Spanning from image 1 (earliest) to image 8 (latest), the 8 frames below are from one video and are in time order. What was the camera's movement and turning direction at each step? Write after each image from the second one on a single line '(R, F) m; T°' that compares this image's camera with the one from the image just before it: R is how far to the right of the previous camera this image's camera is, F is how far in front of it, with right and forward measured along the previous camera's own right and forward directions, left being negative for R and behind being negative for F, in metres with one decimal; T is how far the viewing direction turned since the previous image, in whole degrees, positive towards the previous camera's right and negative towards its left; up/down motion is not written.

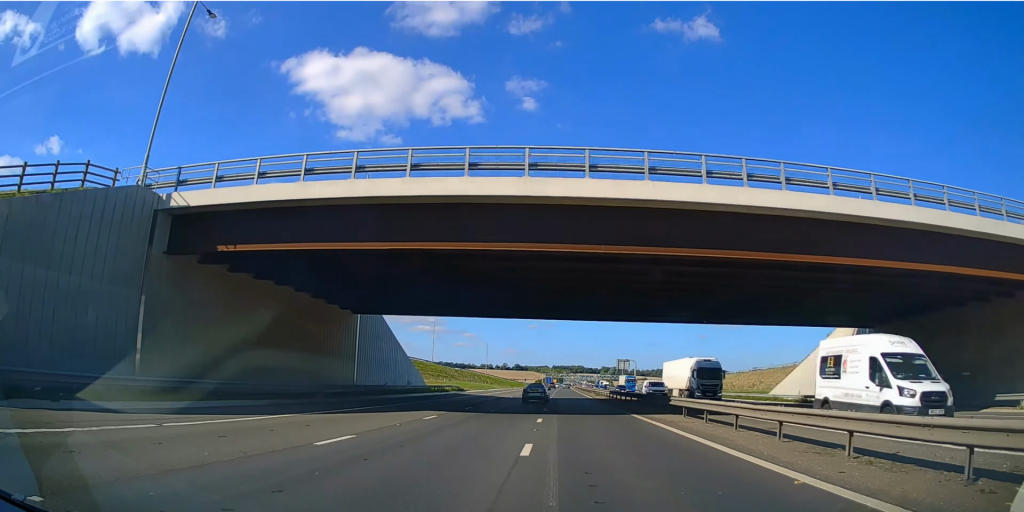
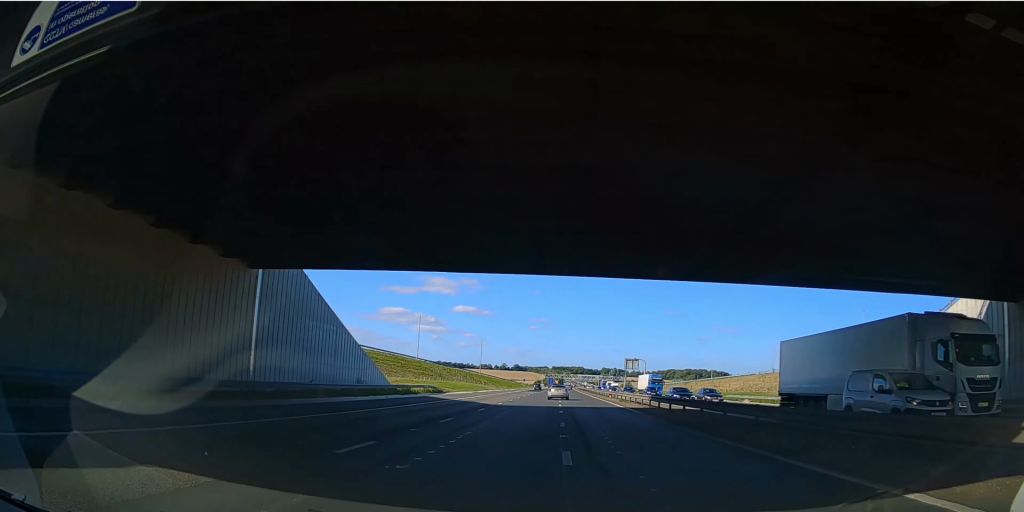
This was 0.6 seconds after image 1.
(0.0, +18.4) m; 0°
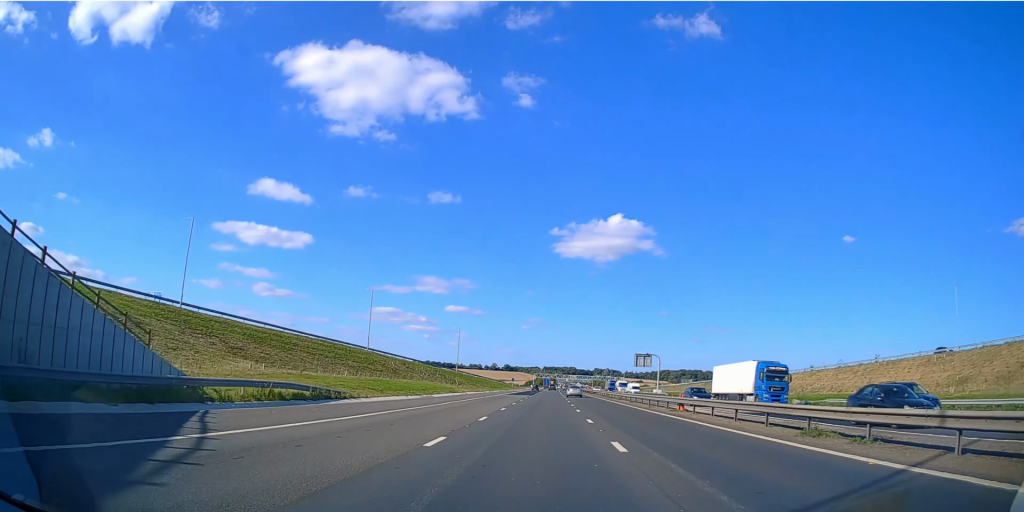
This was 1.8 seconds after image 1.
(+0.1, +33.2) m; +1°
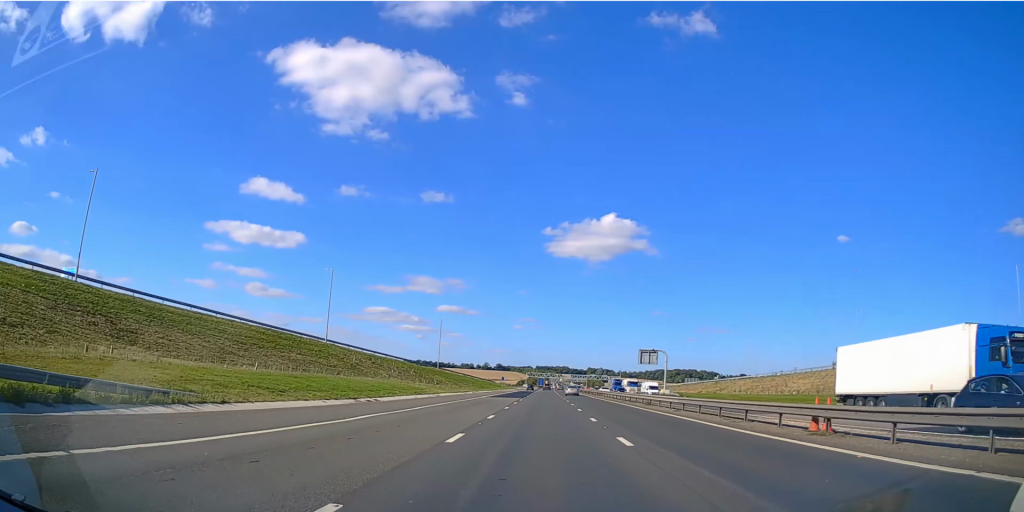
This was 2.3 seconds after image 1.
(+0.2, +16.5) m; 0°
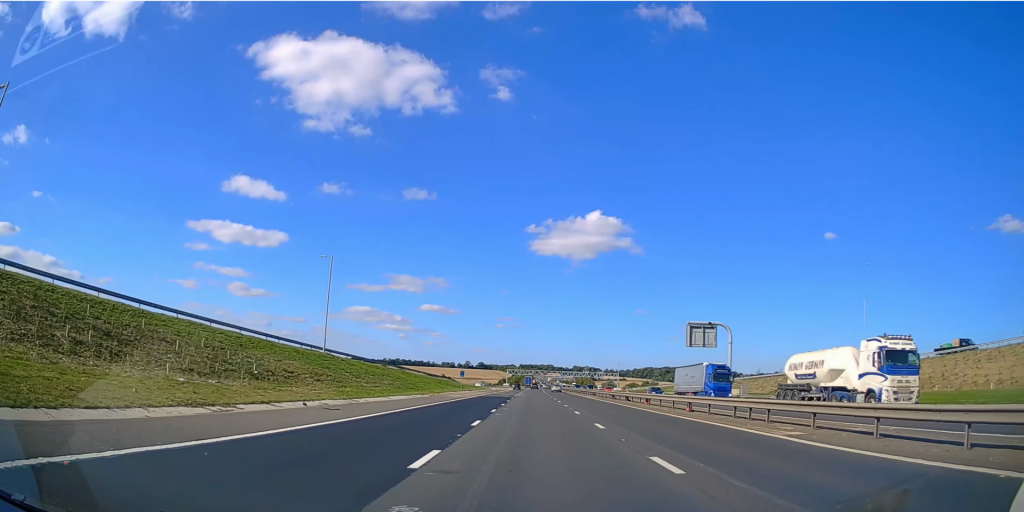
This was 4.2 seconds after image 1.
(+0.3, +56.1) m; +1°
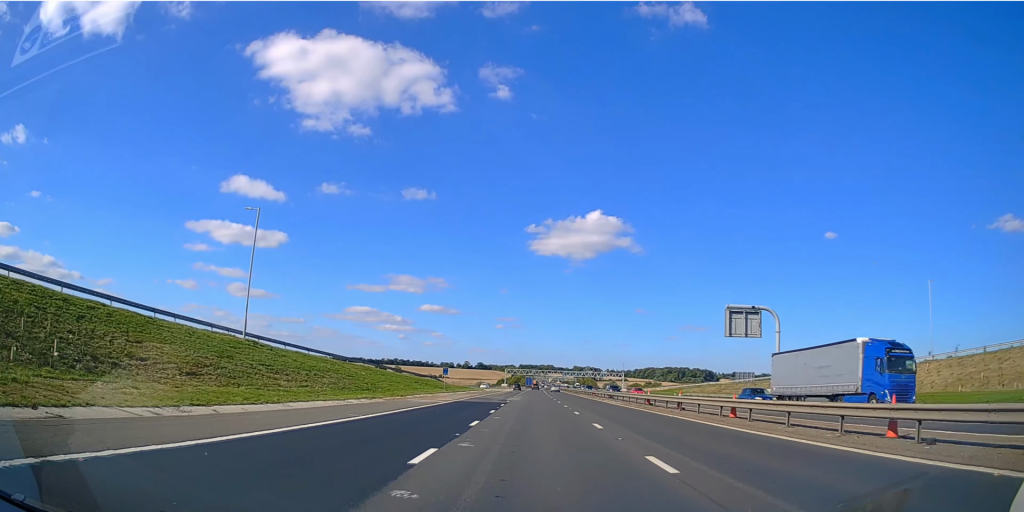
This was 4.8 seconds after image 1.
(+0.1, +17.8) m; +1°
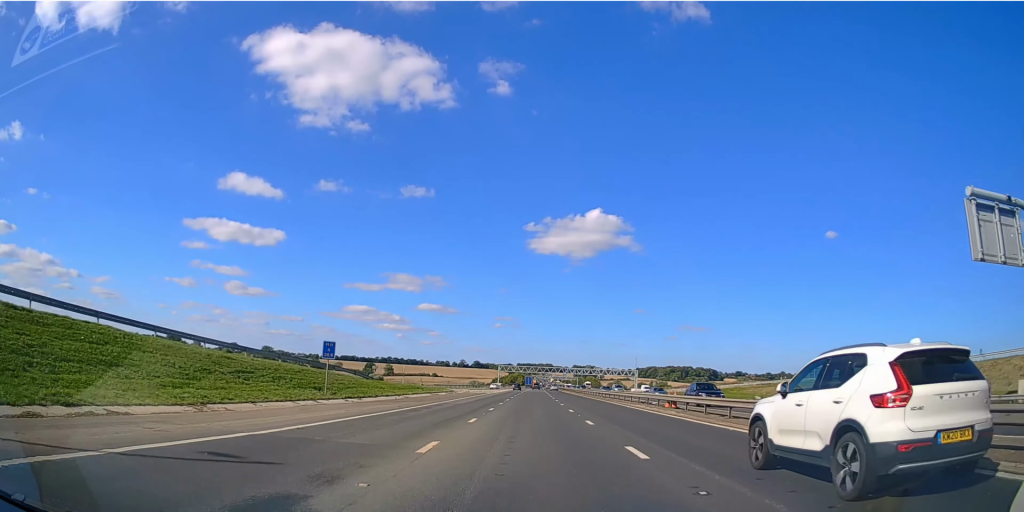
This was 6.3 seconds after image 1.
(+0.3, +42.2) m; 0°
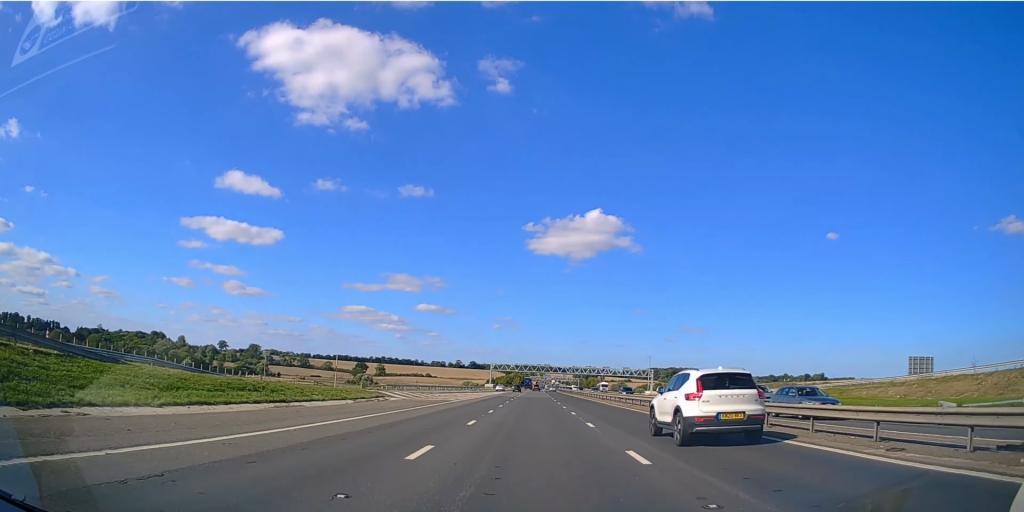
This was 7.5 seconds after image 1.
(0.0, +36.0) m; 0°
